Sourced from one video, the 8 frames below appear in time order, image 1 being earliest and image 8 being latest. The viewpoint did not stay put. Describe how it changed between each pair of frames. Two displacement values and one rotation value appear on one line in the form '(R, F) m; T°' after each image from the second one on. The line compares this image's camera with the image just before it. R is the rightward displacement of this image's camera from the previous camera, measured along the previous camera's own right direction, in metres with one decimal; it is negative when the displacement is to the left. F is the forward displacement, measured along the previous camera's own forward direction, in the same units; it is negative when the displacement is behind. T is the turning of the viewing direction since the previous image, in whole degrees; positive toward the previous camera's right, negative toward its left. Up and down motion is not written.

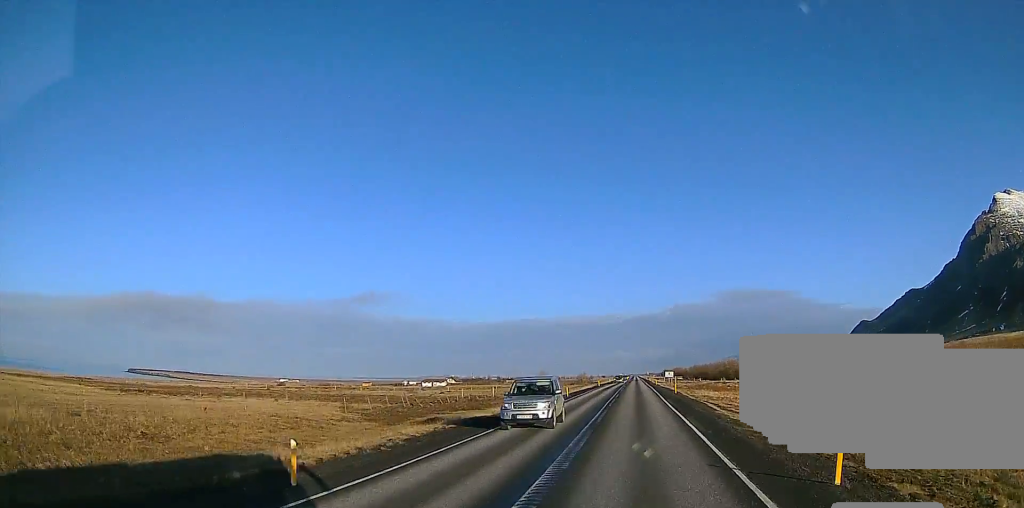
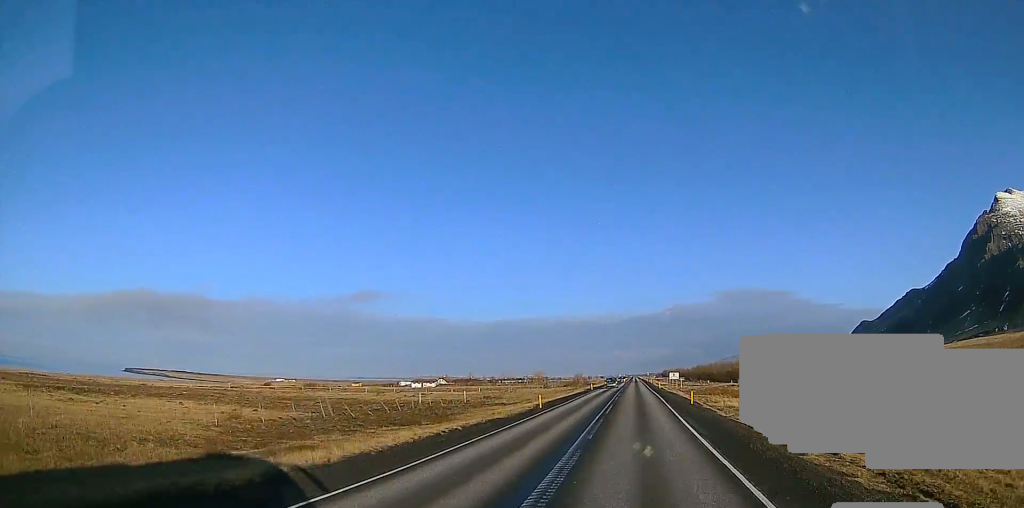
(0.0, +17.3) m; 0°
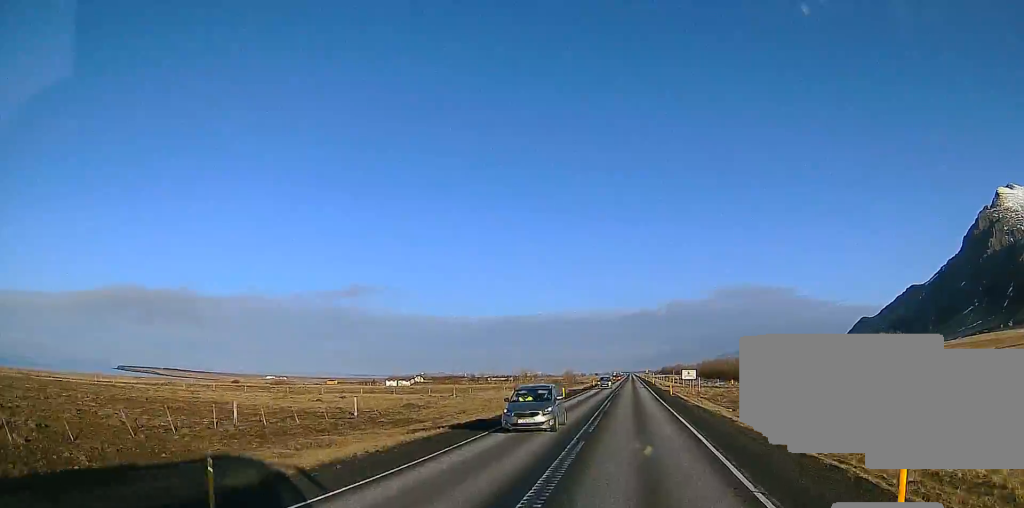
(+0.5, +34.9) m; +2°
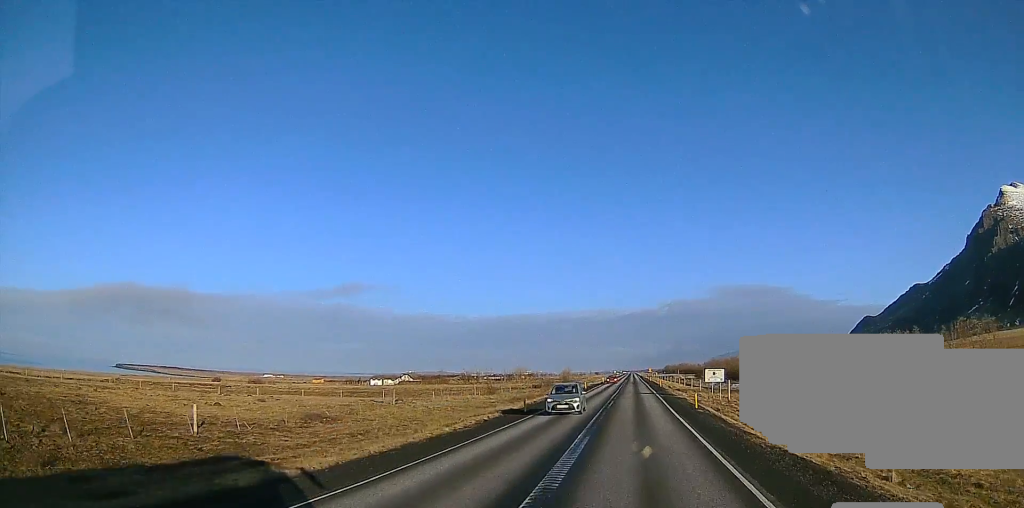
(+0.7, +22.5) m; 0°
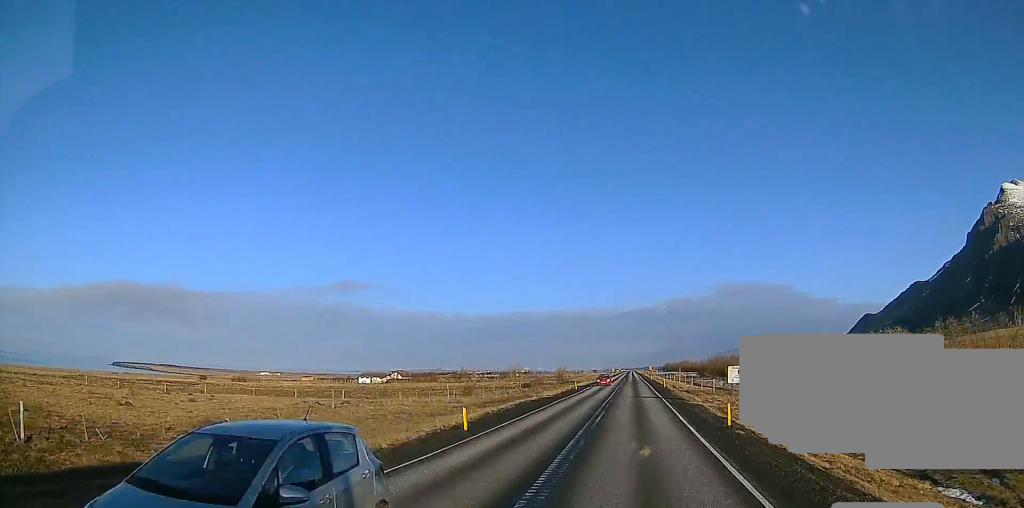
(-0.4, +13.3) m; -1°
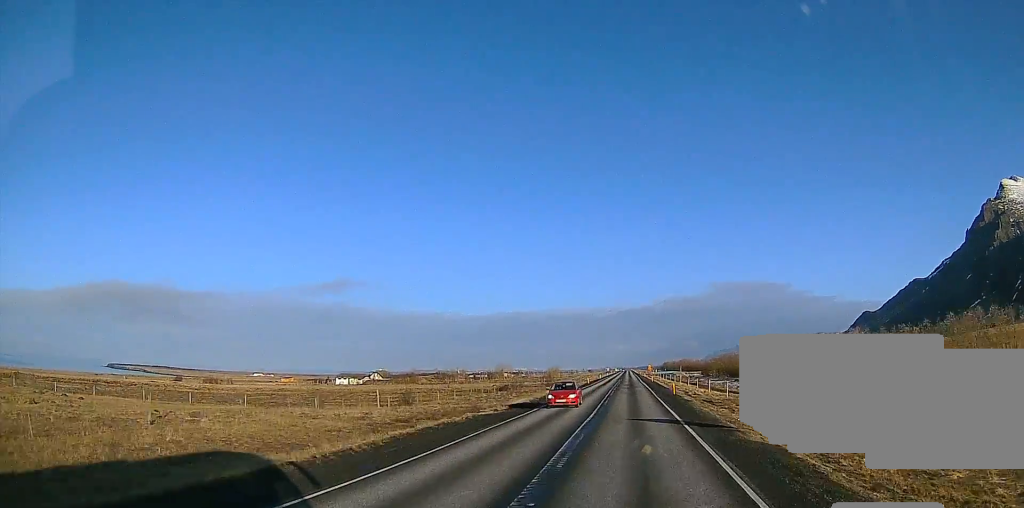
(-0.3, +21.6) m; -1°
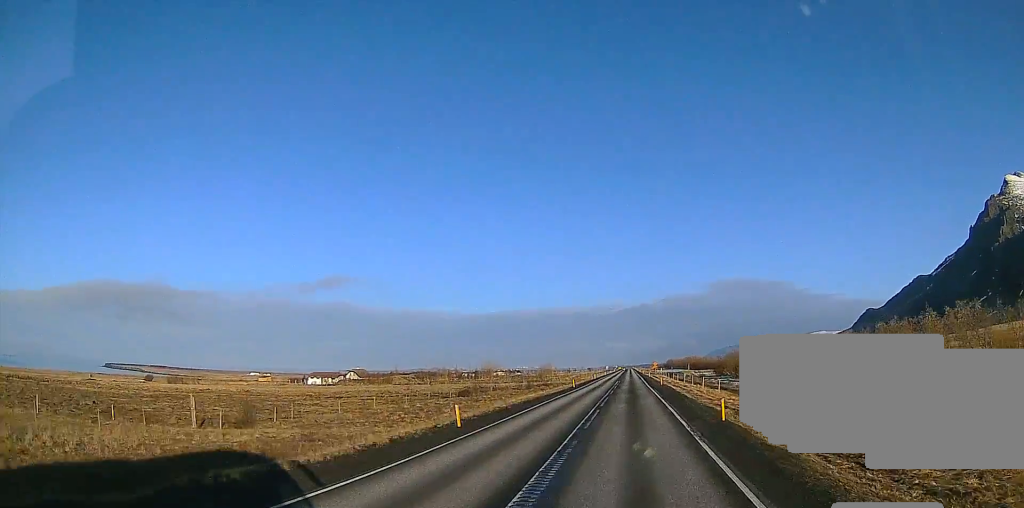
(0.0, +27.3) m; 0°
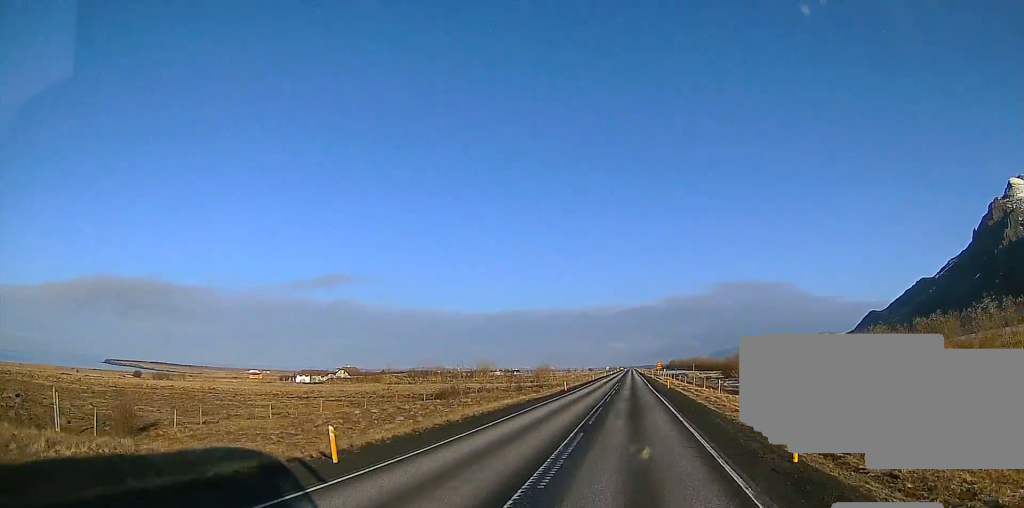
(0.0, +10.7) m; 0°
